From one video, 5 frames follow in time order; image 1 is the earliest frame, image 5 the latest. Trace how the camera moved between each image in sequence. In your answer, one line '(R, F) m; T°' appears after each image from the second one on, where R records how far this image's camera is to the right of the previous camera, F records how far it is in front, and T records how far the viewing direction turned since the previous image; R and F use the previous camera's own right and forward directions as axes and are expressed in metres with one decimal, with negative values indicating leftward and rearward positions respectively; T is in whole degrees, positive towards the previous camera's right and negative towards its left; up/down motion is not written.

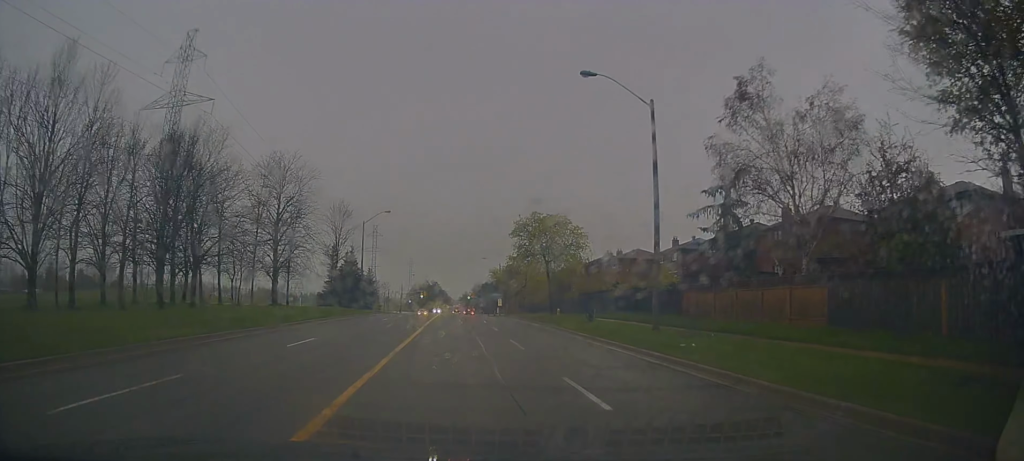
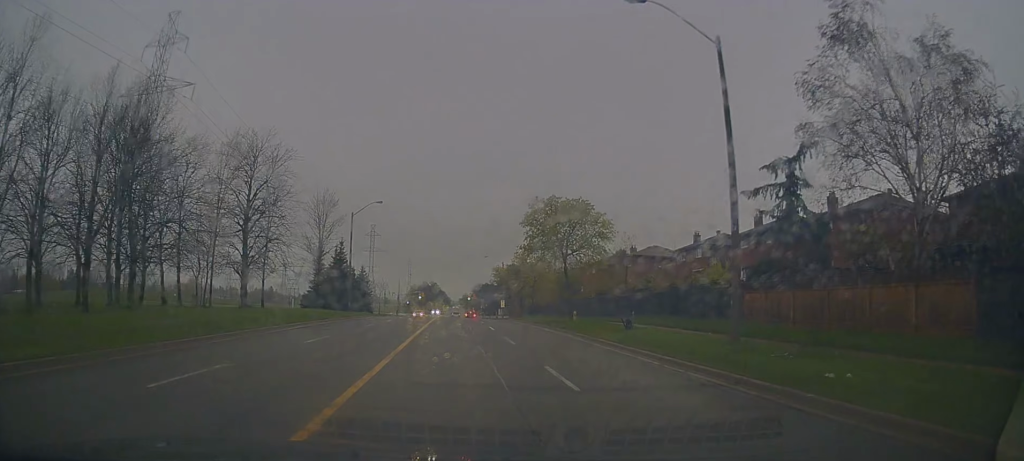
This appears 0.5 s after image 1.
(+0.2, +7.0) m; -1°
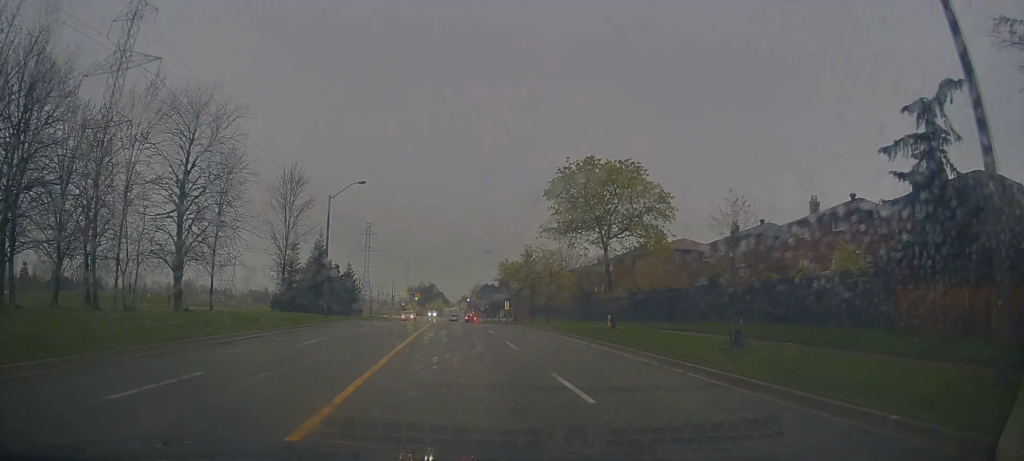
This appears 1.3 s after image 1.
(0.0, +10.3) m; -1°
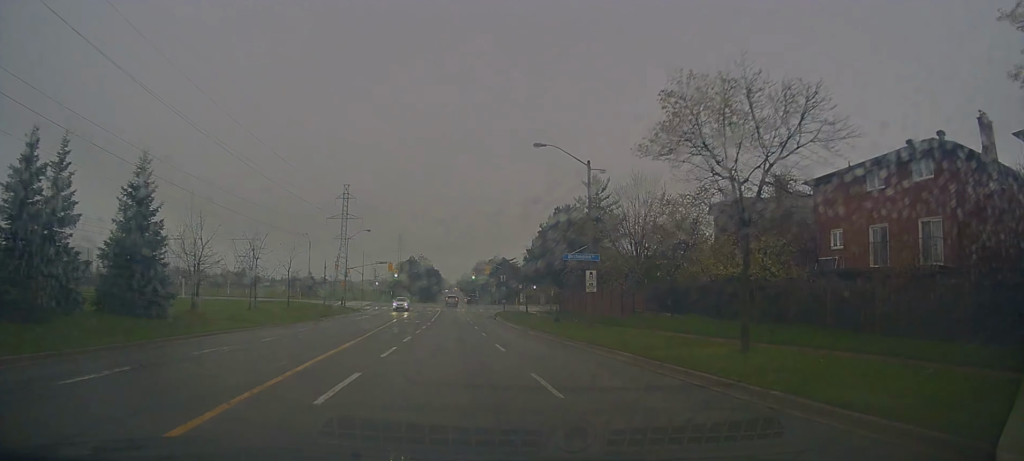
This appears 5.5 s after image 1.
(+1.3, +53.7) m; +2°
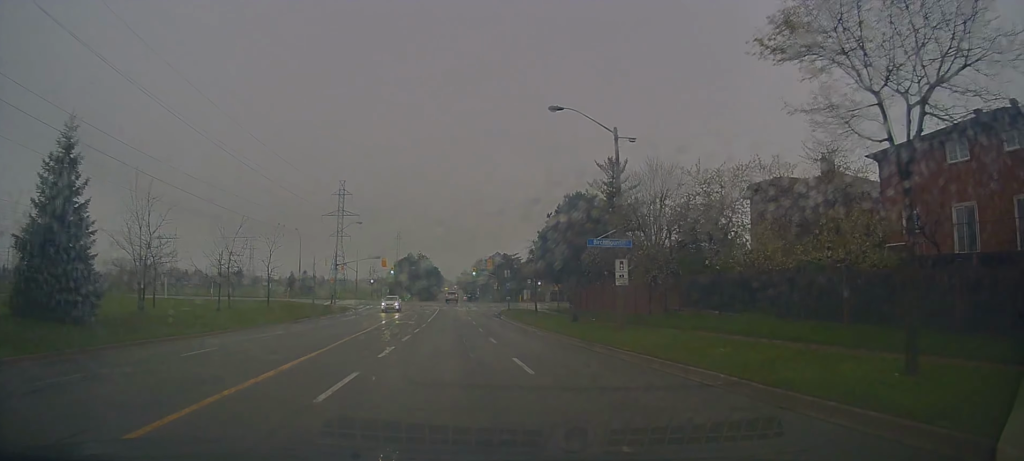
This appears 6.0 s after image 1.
(+0.2, +6.2) m; 0°
